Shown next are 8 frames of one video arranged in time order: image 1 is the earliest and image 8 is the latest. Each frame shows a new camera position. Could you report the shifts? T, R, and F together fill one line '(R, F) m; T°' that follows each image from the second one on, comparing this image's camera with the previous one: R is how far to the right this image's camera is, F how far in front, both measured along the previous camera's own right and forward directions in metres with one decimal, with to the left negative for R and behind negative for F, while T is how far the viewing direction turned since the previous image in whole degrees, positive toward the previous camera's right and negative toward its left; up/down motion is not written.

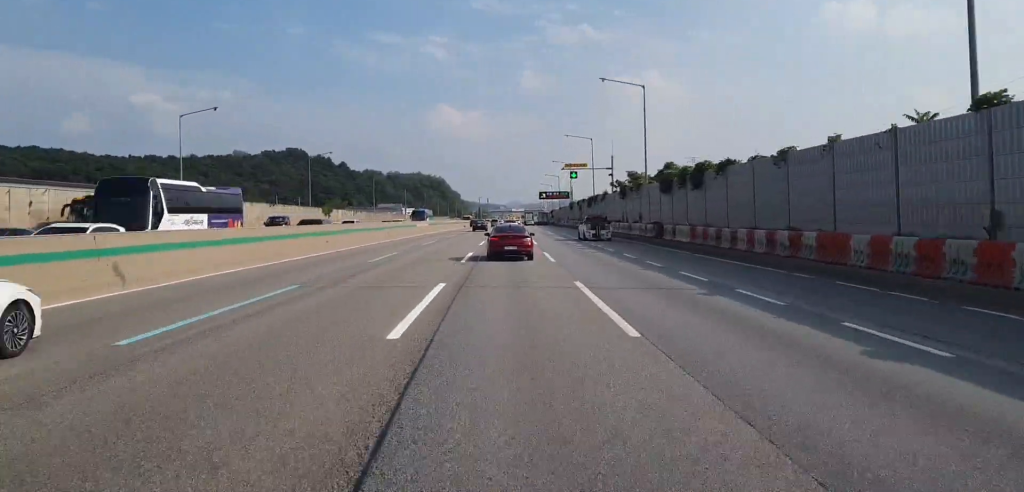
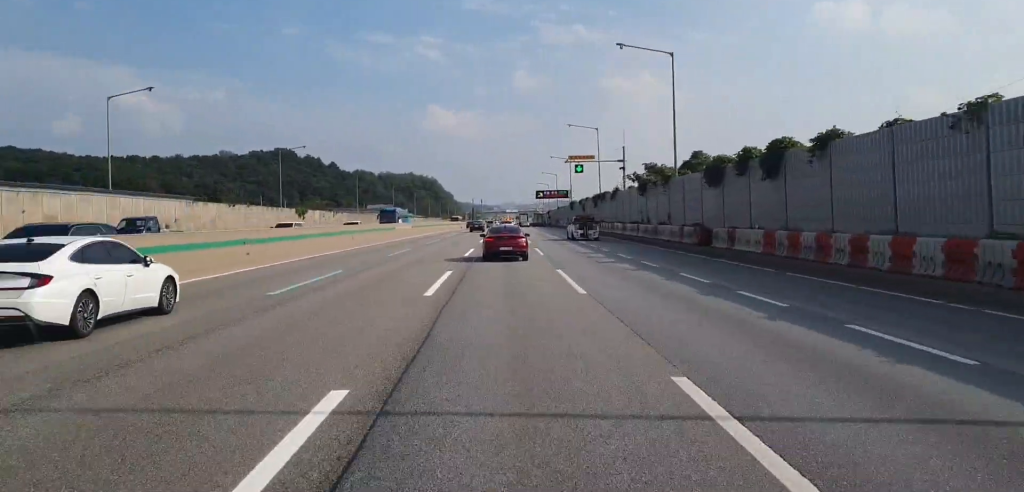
(+0.2, +11.5) m; 0°
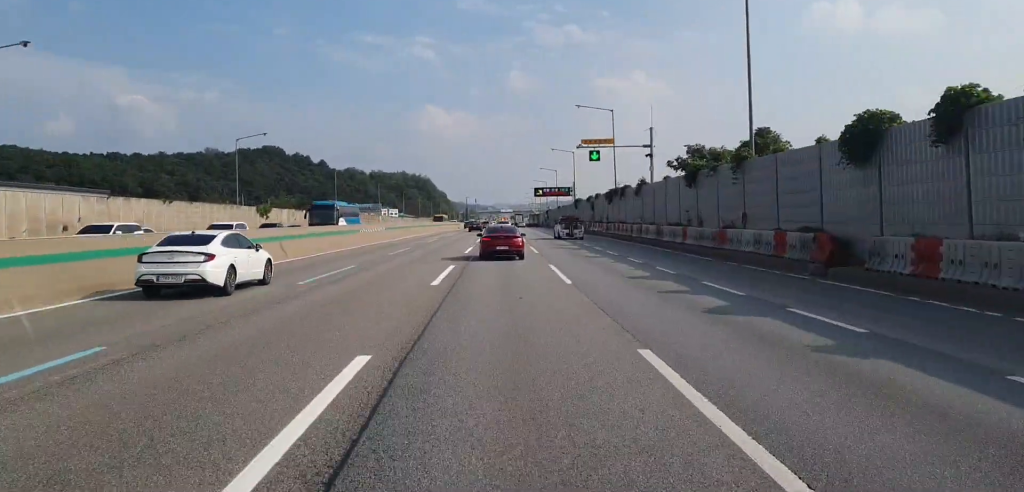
(+0.2, +16.4) m; 0°
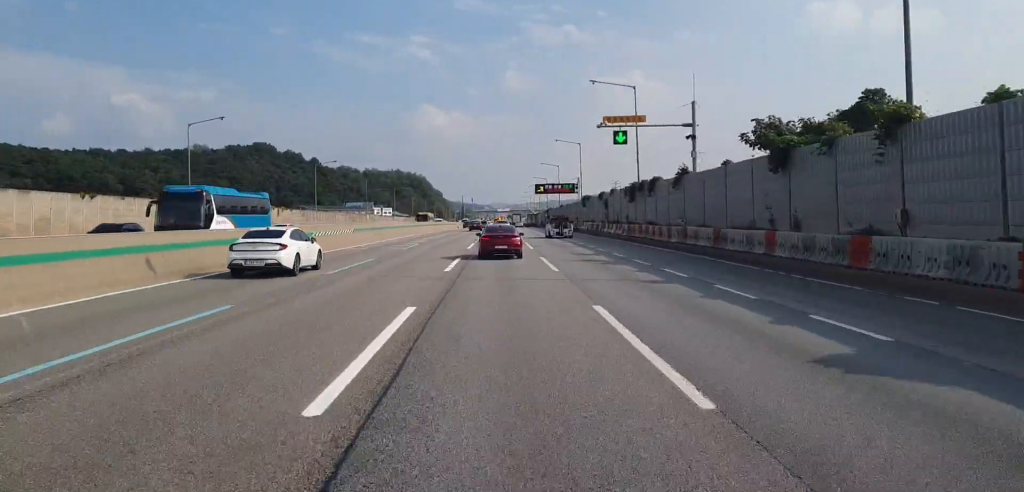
(-0.2, +12.6) m; 0°
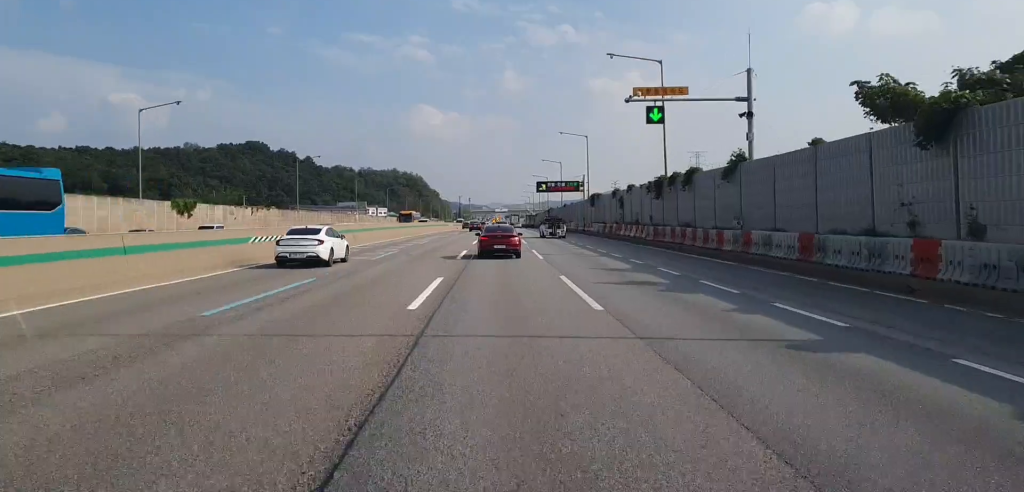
(0.0, +10.3) m; 0°
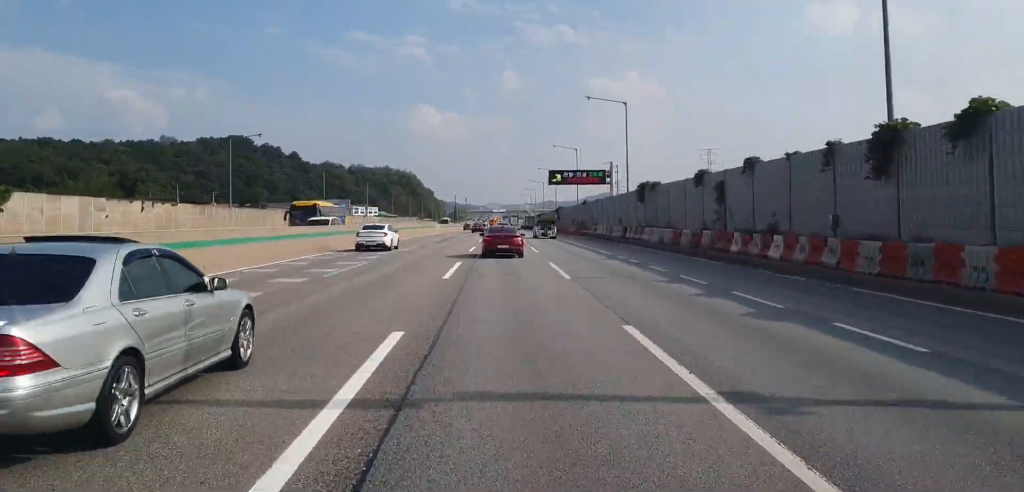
(+0.6, +29.0) m; +1°
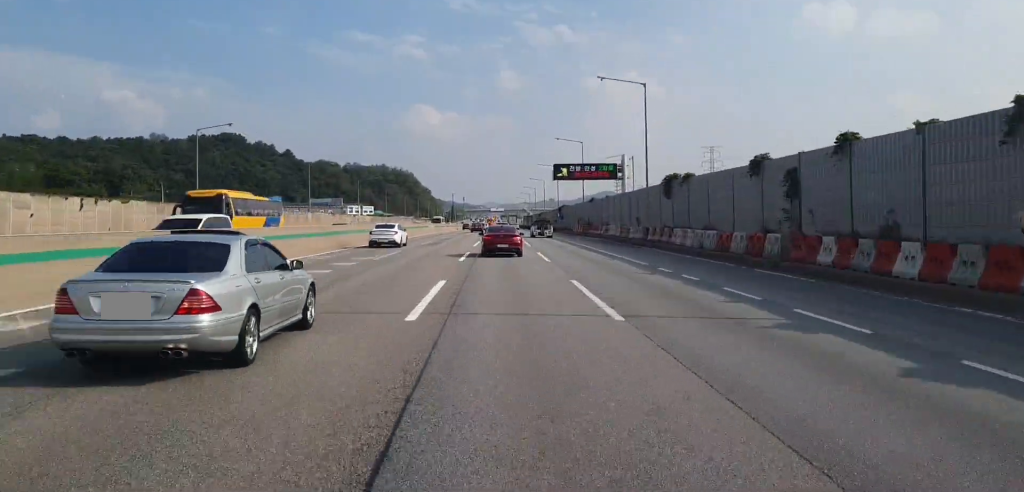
(0.0, +9.3) m; 0°
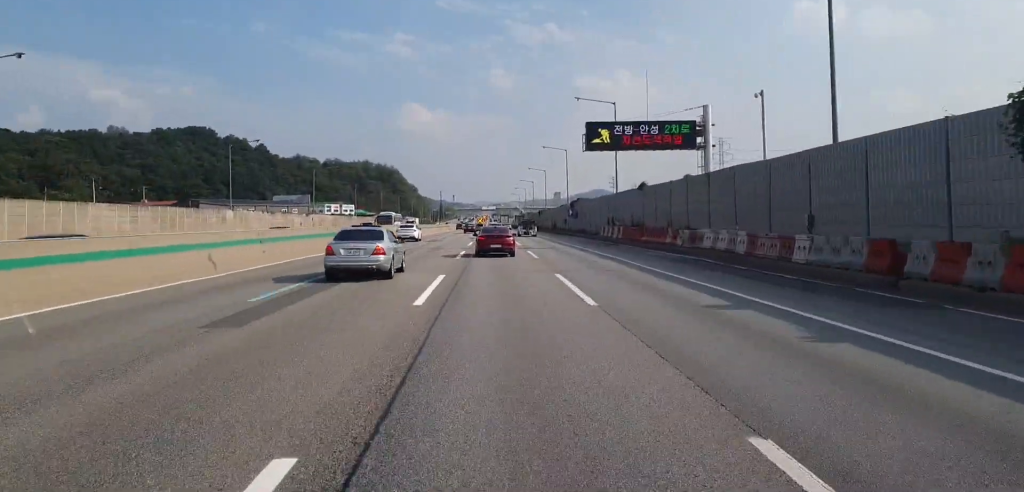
(-0.8, +33.7) m; -1°
